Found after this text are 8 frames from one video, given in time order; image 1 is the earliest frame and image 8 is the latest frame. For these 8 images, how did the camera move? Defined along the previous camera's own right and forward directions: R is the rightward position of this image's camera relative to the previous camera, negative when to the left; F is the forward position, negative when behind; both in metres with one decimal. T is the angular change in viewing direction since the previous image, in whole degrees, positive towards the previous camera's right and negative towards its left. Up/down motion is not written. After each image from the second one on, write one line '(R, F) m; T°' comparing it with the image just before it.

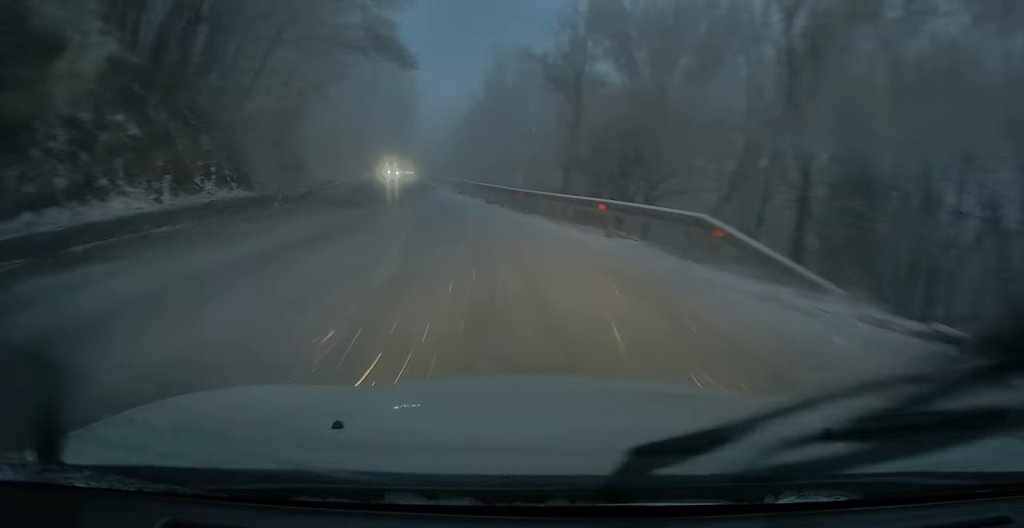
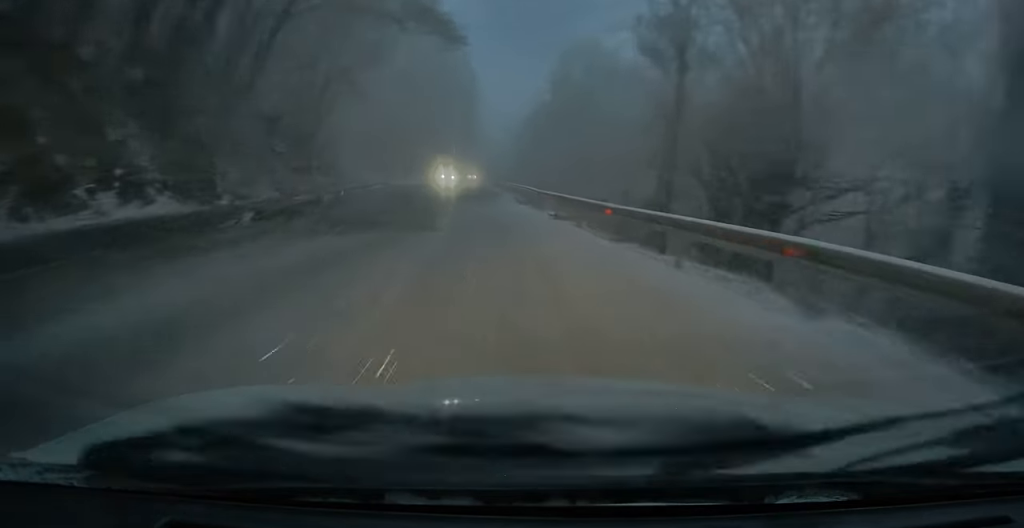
(0.0, +6.9) m; -4°
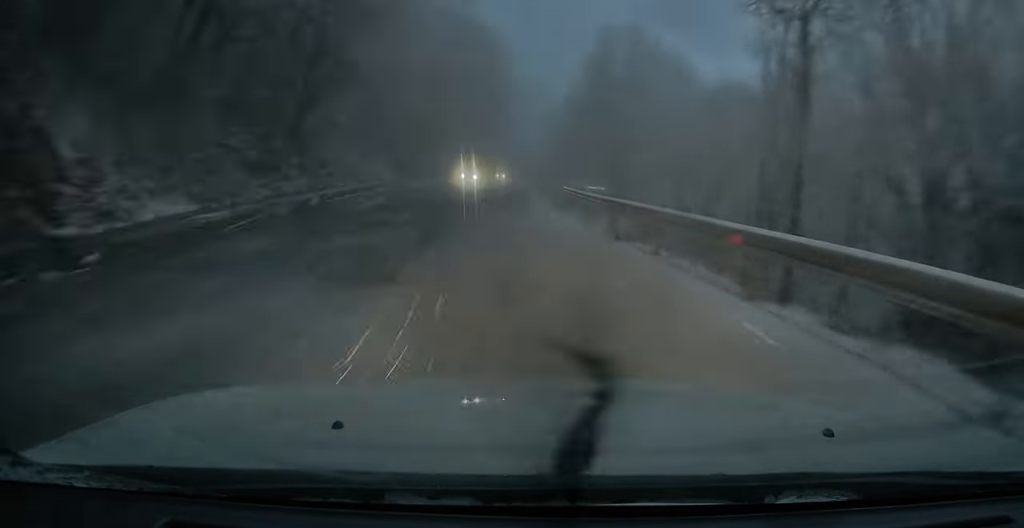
(-0.5, +6.8) m; -3°
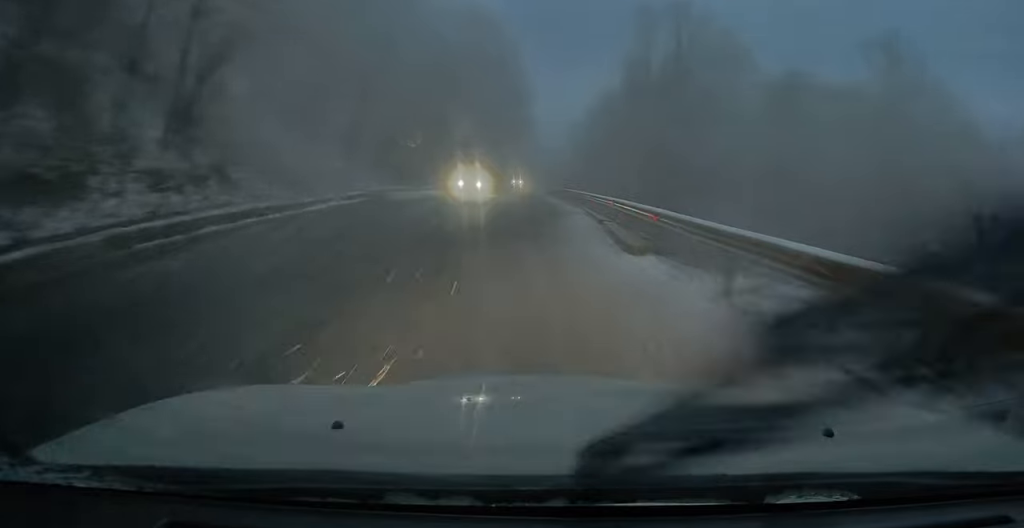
(-0.3, +11.3) m; -3°
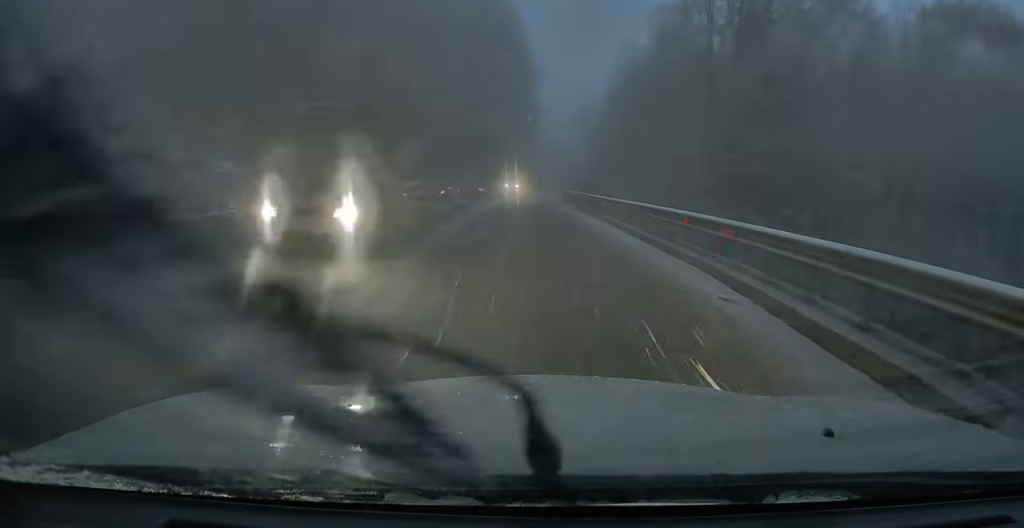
(-0.6, +18.2) m; -1°
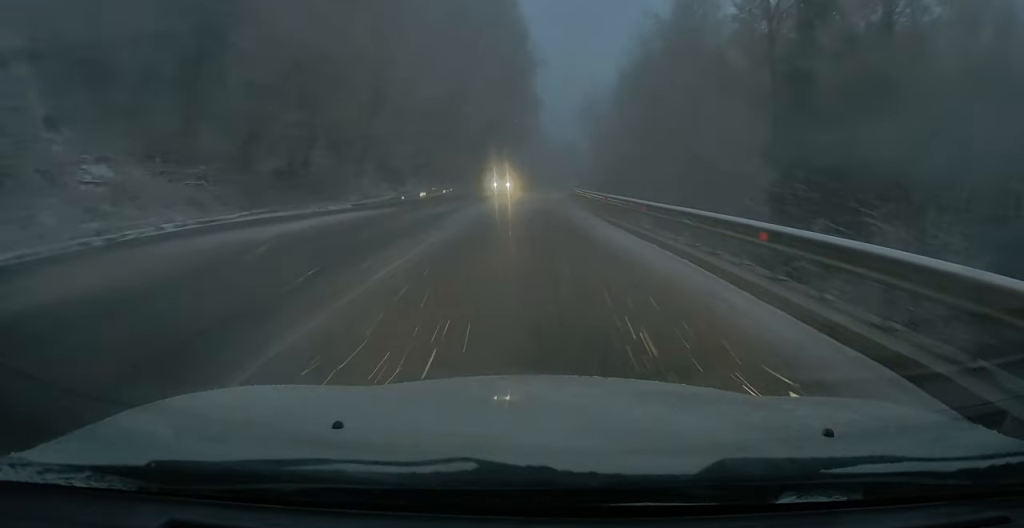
(+0.2, +9.4) m; 0°
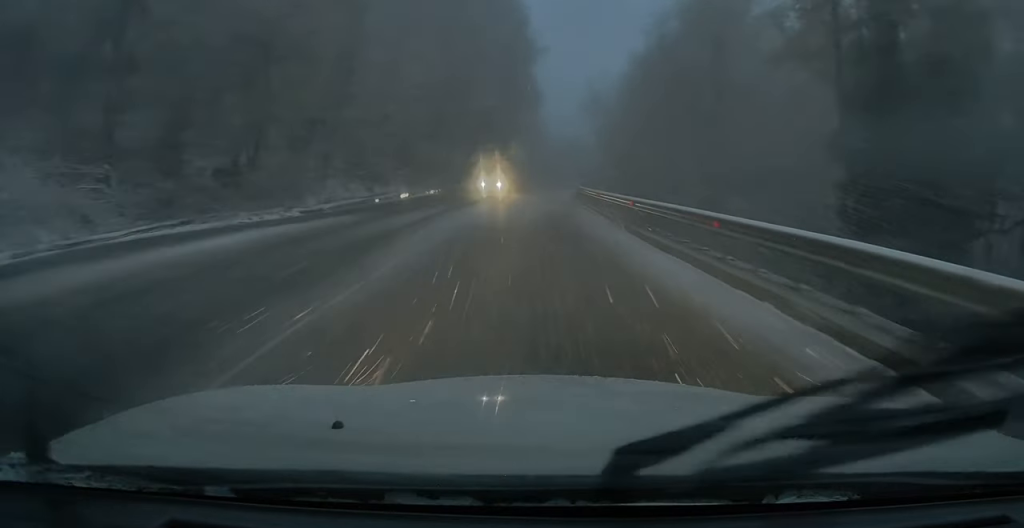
(0.0, +6.1) m; 0°
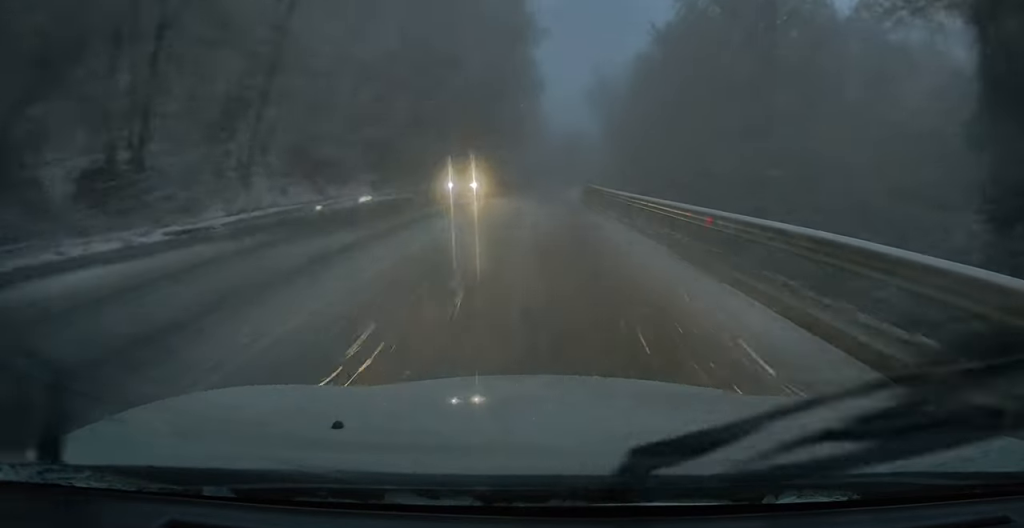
(-0.1, +7.9) m; -1°
